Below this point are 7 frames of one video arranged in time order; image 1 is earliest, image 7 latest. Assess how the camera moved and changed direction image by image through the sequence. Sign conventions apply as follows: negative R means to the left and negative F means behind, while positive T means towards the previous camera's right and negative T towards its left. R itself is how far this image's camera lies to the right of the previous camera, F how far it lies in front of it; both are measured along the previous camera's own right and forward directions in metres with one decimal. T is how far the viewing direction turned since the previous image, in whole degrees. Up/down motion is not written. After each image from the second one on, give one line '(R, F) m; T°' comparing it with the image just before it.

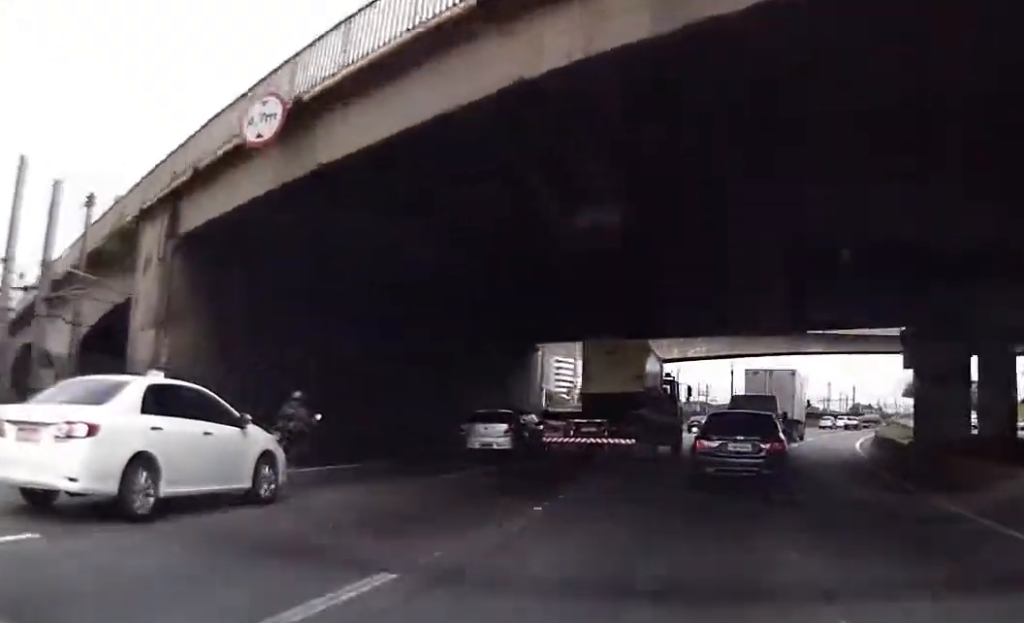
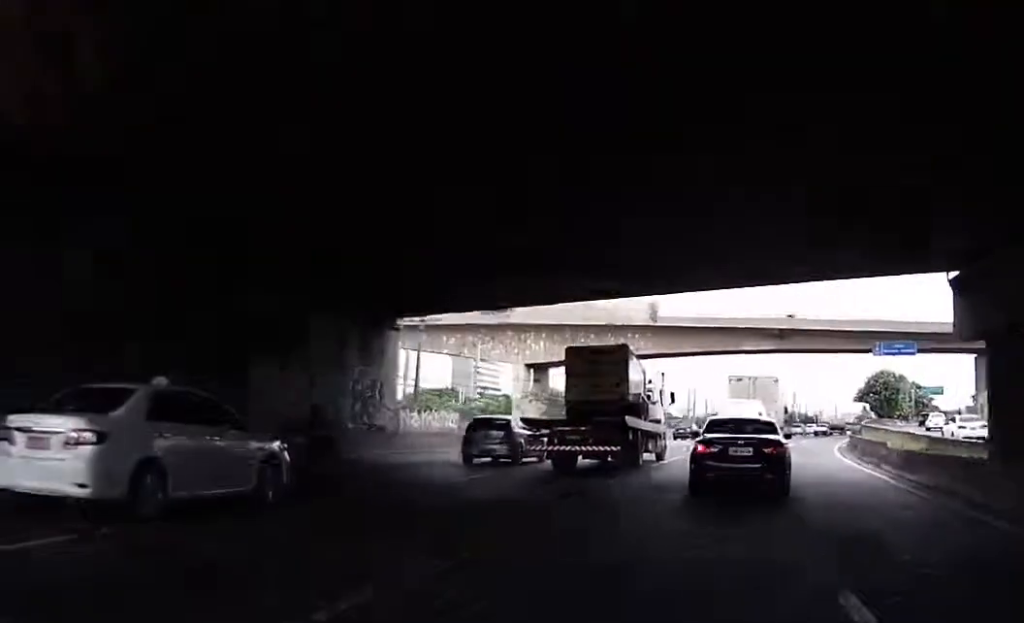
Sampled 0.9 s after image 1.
(-0.1, +13.9) m; +4°
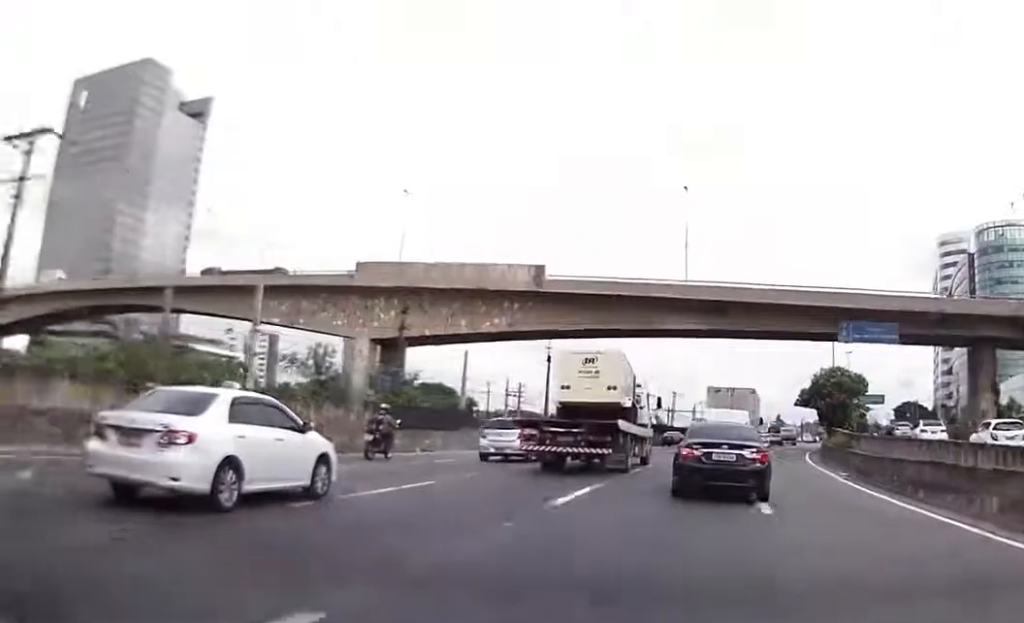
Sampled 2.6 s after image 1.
(+2.1, +24.8) m; +8°
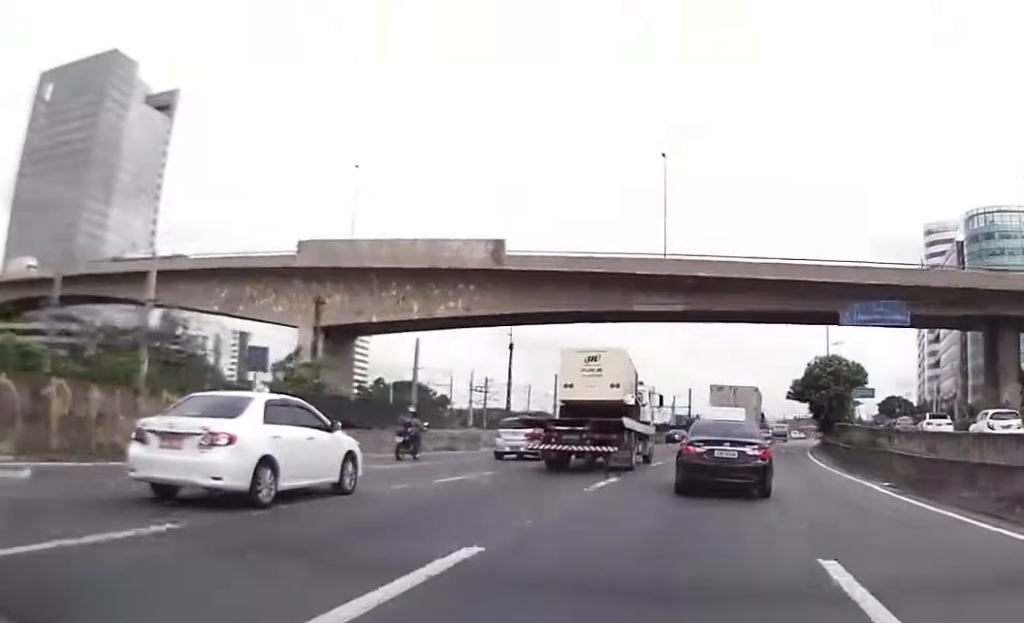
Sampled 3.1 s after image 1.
(+0.1, +8.5) m; +3°
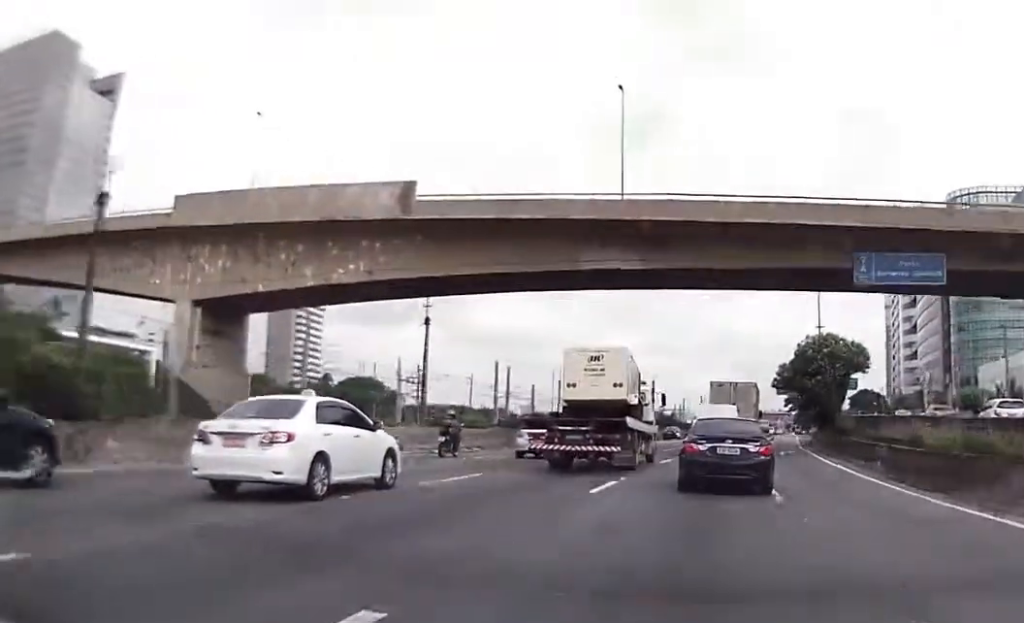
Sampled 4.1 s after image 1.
(+0.9, +14.1) m; +6°
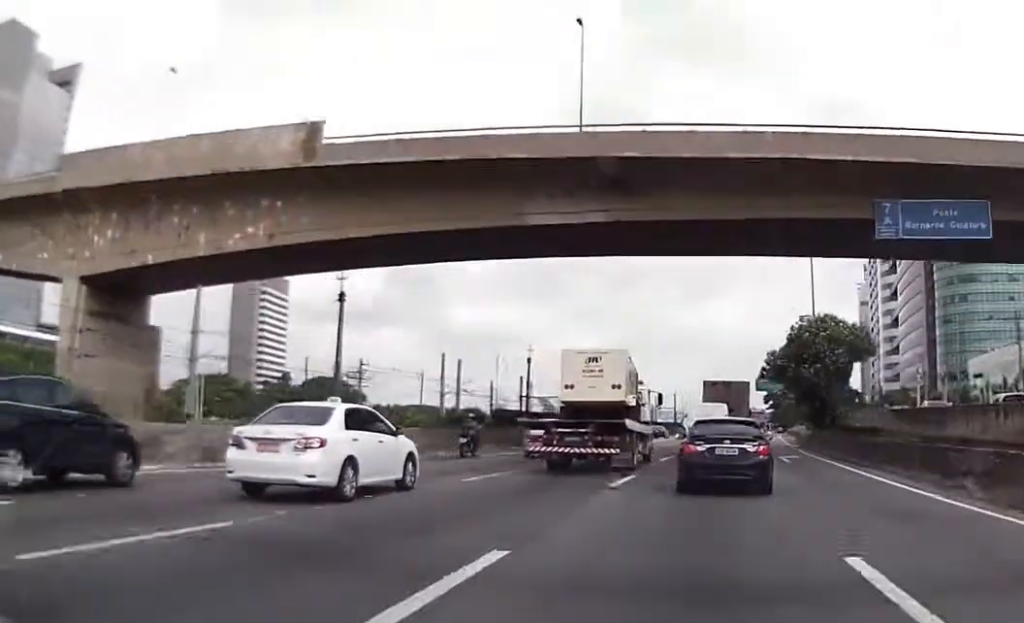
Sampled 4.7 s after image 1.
(+0.4, +9.8) m; +2°
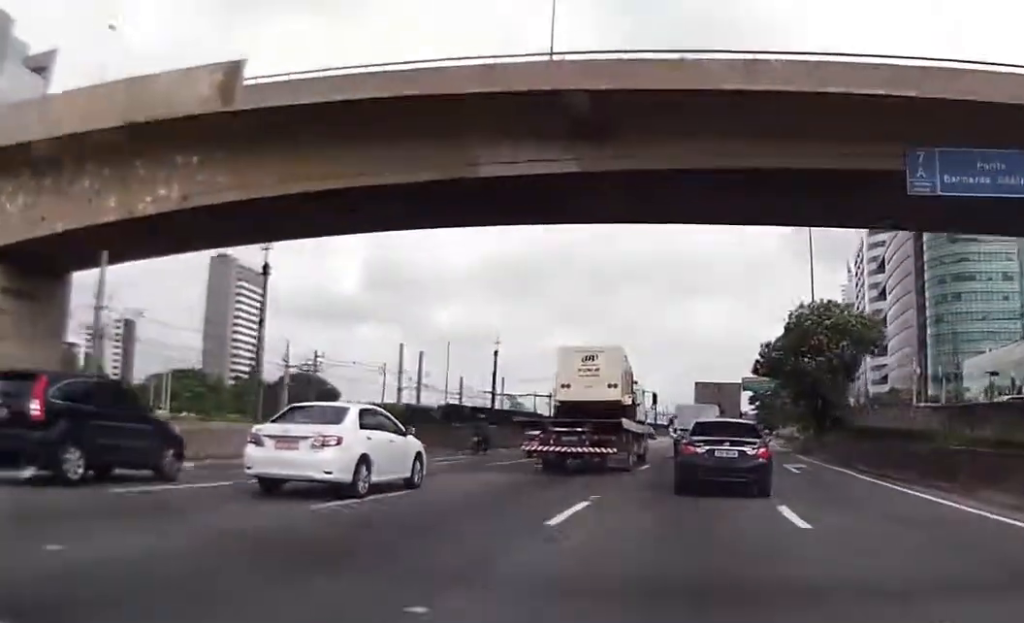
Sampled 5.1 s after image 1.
(+0.1, +6.8) m; +1°
